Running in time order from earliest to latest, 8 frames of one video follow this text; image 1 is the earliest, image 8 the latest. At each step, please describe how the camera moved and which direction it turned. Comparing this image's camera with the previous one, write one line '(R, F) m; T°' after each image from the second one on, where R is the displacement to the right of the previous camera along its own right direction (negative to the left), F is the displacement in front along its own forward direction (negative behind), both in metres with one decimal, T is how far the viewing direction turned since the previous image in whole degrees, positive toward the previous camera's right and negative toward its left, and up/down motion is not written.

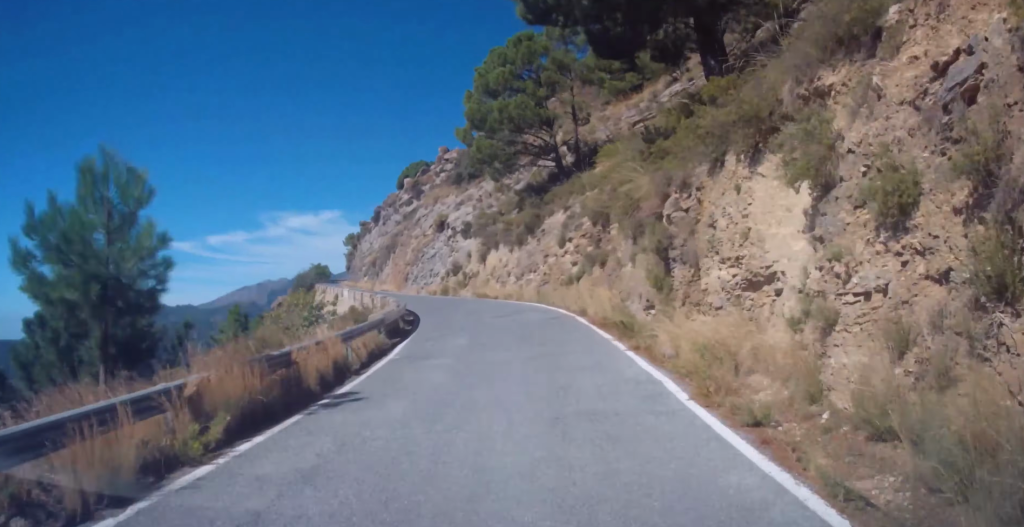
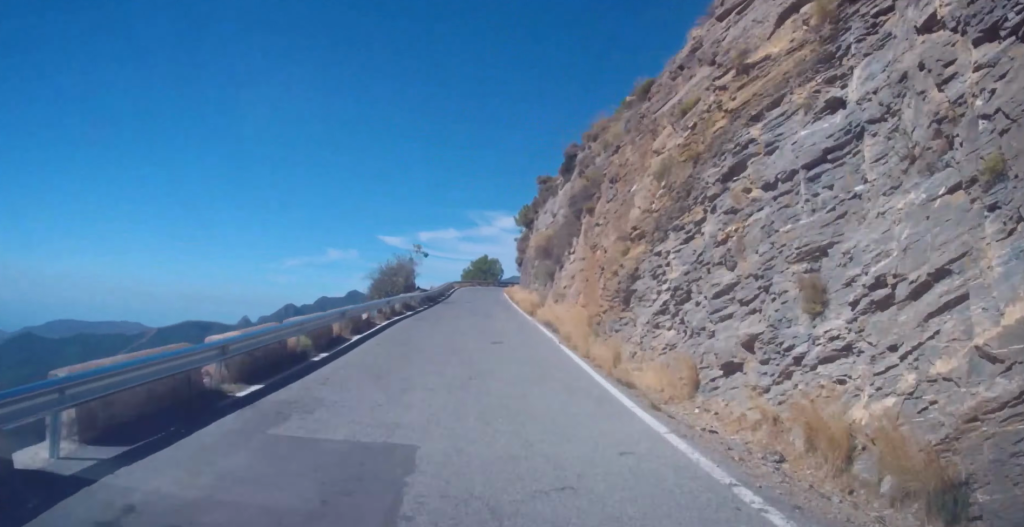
(-3.3, +47.9) m; -1°
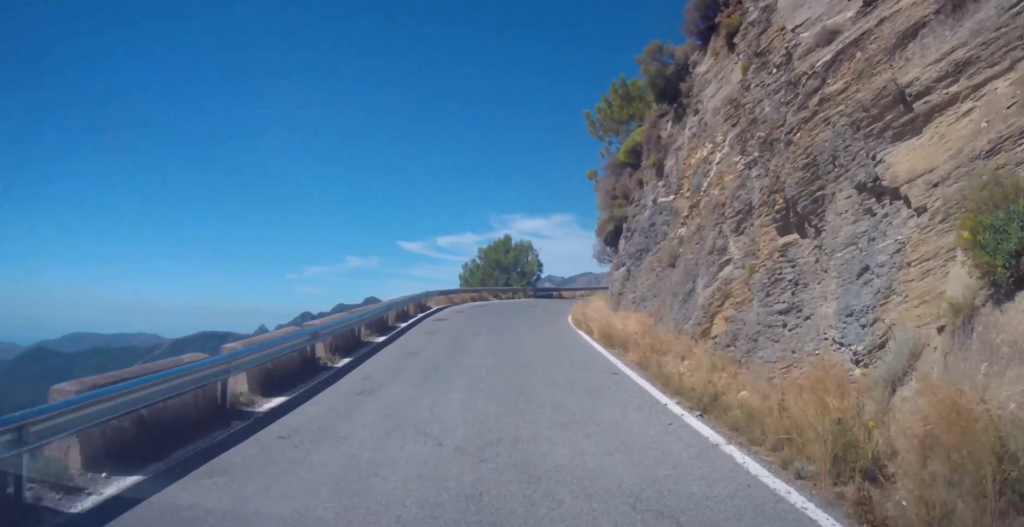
(+1.5, +41.2) m; +11°
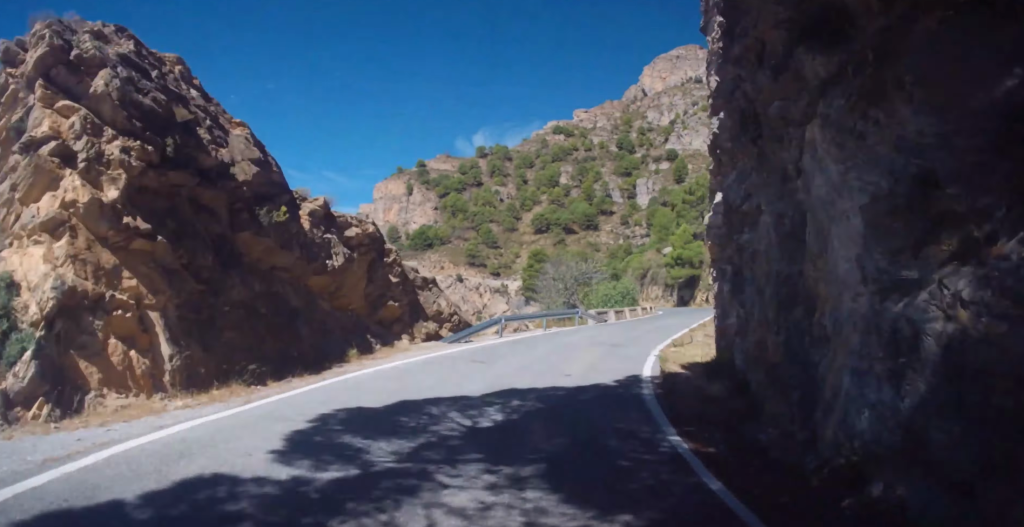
(+20.7, +84.9) m; +25°
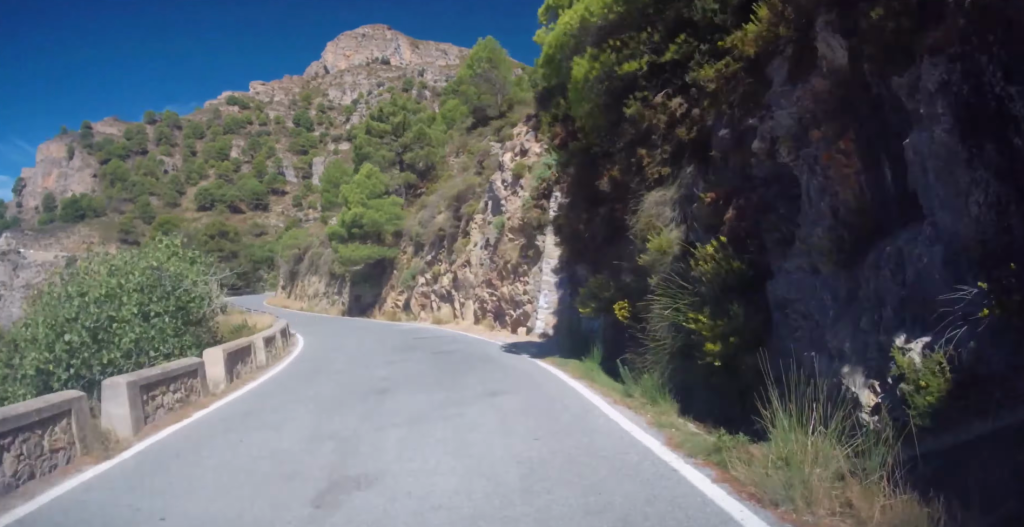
(+2.9, +37.8) m; +9°
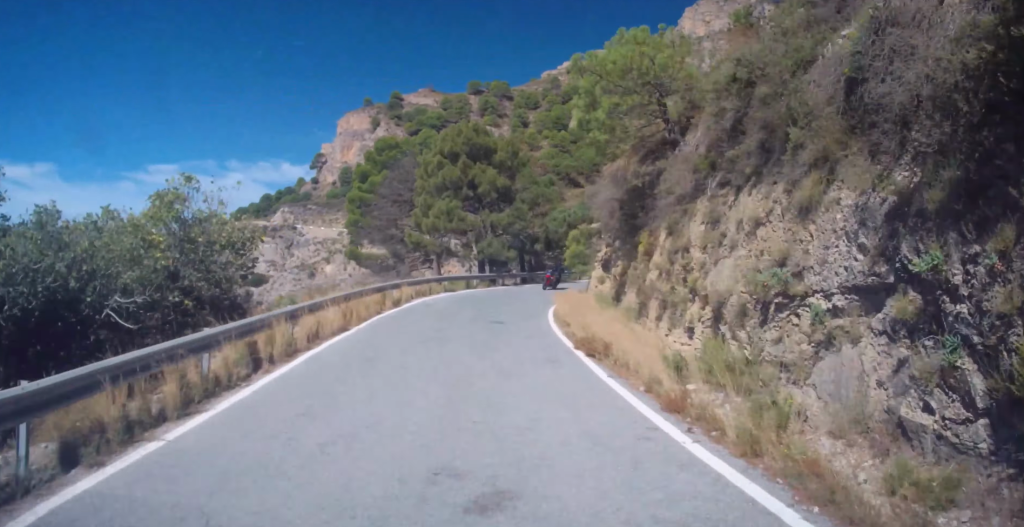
(-1.1, +45.0) m; +10°
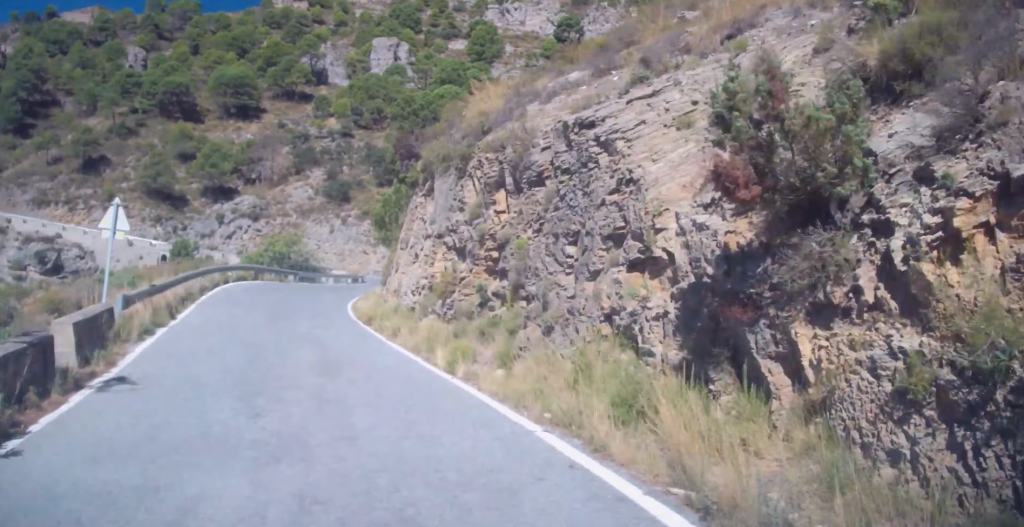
(+26.8, +127.3) m; -7°
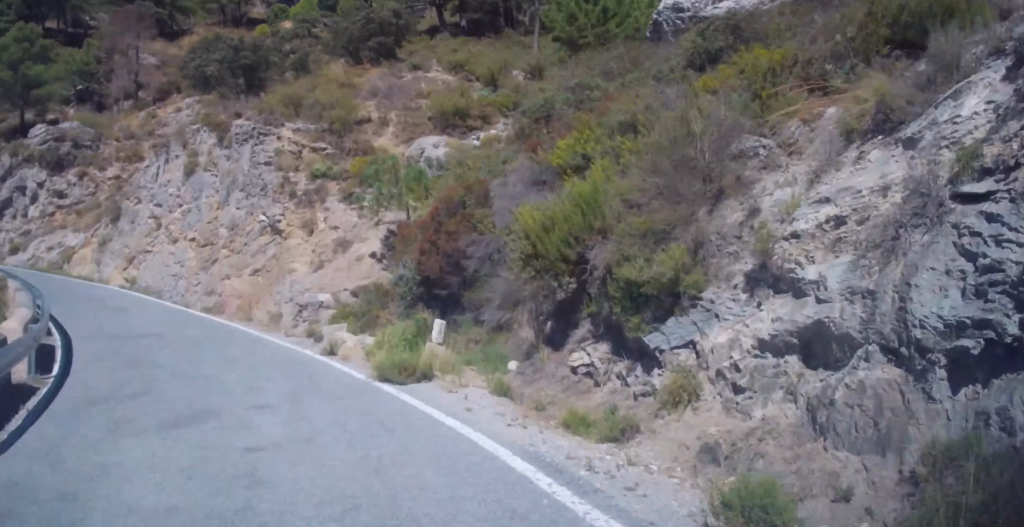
(-19.7, +55.7) m; -49°
